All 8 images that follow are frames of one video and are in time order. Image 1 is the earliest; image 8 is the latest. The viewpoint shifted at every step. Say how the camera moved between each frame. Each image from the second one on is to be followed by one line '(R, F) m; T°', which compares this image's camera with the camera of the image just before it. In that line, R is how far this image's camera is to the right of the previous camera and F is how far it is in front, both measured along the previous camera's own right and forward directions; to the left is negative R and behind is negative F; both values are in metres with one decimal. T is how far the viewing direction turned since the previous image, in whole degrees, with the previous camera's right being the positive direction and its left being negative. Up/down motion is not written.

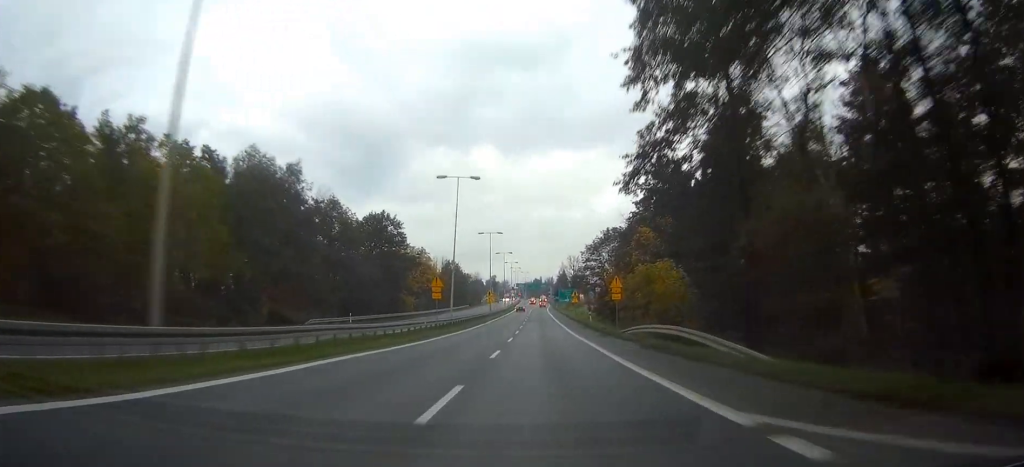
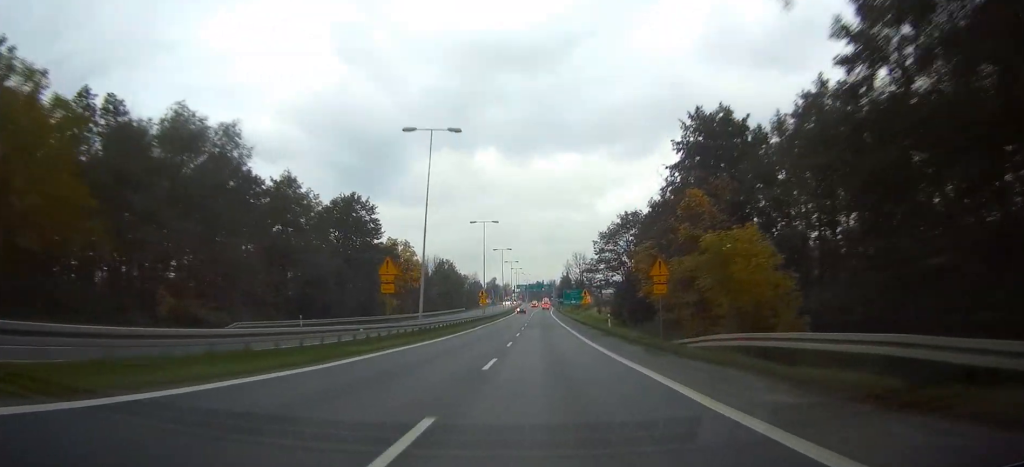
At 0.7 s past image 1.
(0.0, +15.8) m; 0°
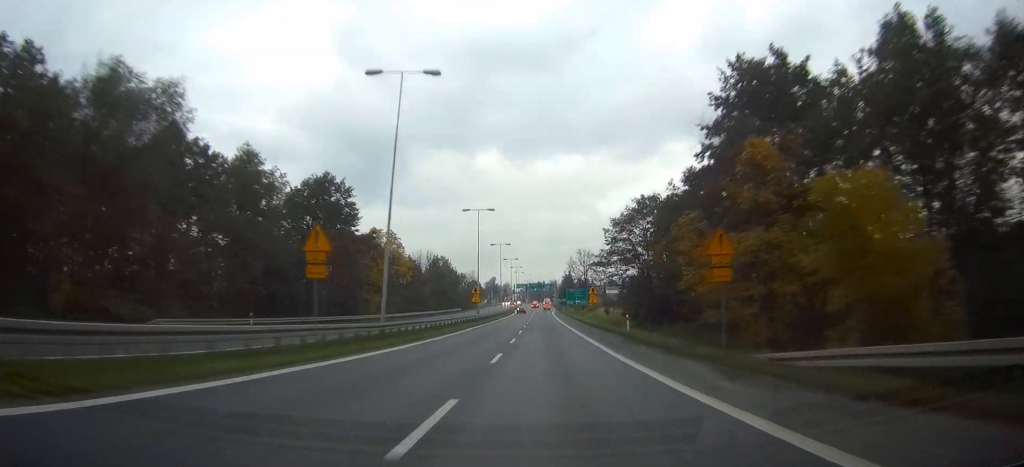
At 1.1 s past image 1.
(0.0, +10.3) m; 0°
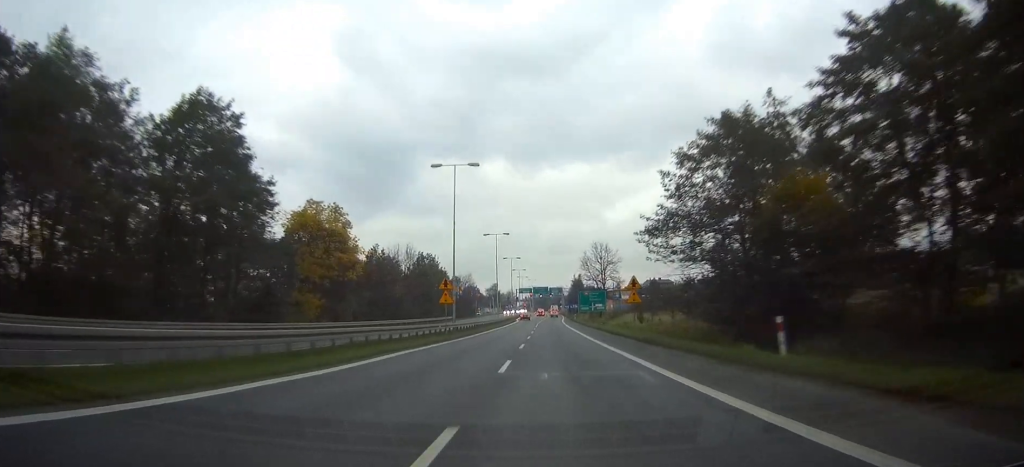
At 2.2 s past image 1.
(0.0, +26.5) m; 0°
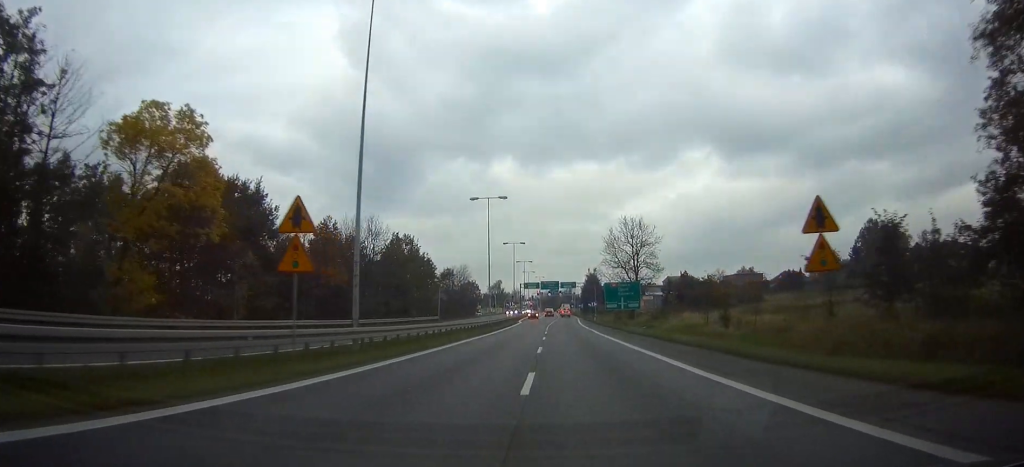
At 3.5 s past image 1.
(-0.1, +28.5) m; -1°
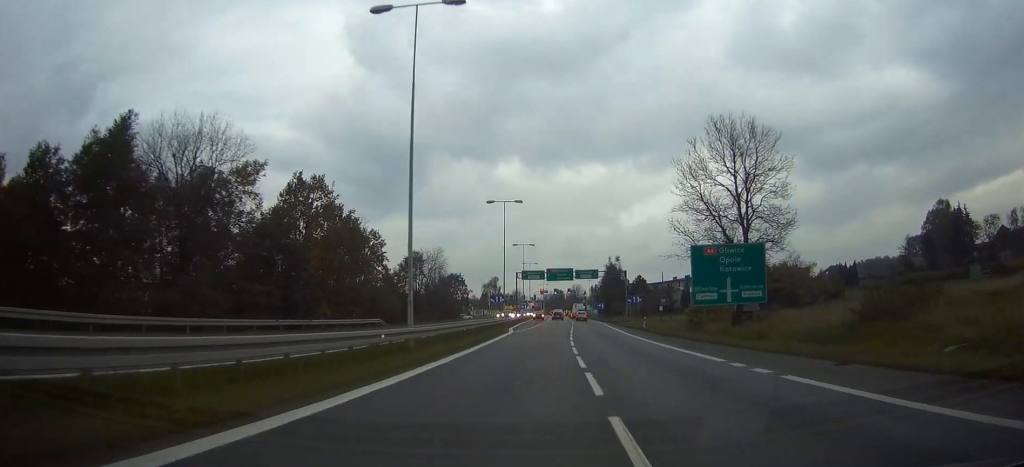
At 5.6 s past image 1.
(-0.4, +43.6) m; 0°
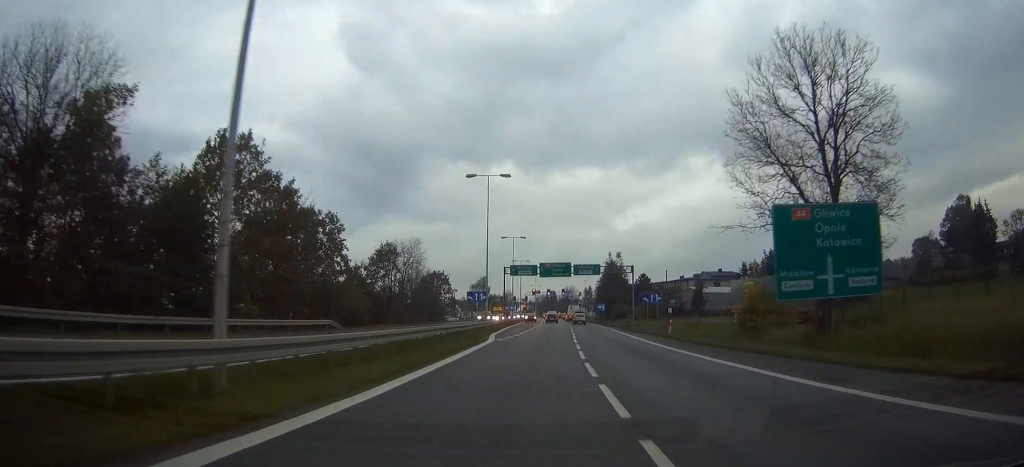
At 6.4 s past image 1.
(0.0, +14.2) m; 0°
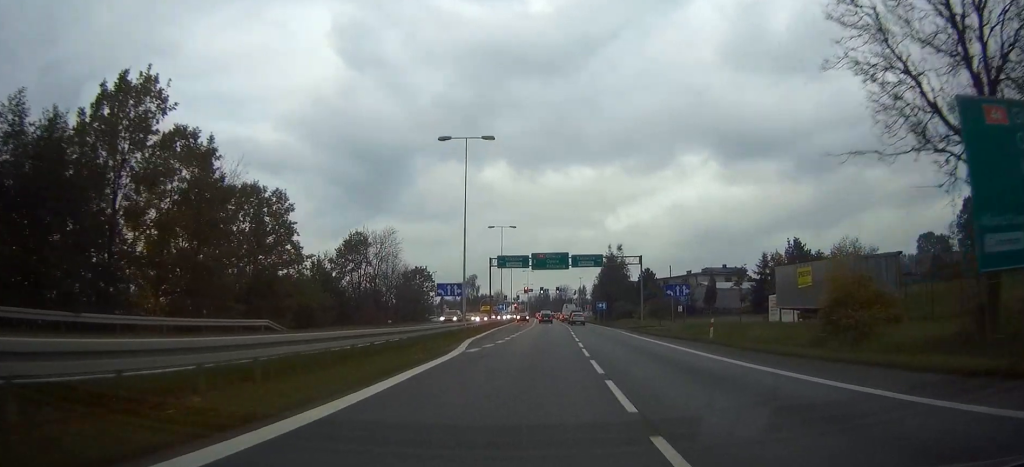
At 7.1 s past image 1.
(0.0, +12.0) m; 0°
